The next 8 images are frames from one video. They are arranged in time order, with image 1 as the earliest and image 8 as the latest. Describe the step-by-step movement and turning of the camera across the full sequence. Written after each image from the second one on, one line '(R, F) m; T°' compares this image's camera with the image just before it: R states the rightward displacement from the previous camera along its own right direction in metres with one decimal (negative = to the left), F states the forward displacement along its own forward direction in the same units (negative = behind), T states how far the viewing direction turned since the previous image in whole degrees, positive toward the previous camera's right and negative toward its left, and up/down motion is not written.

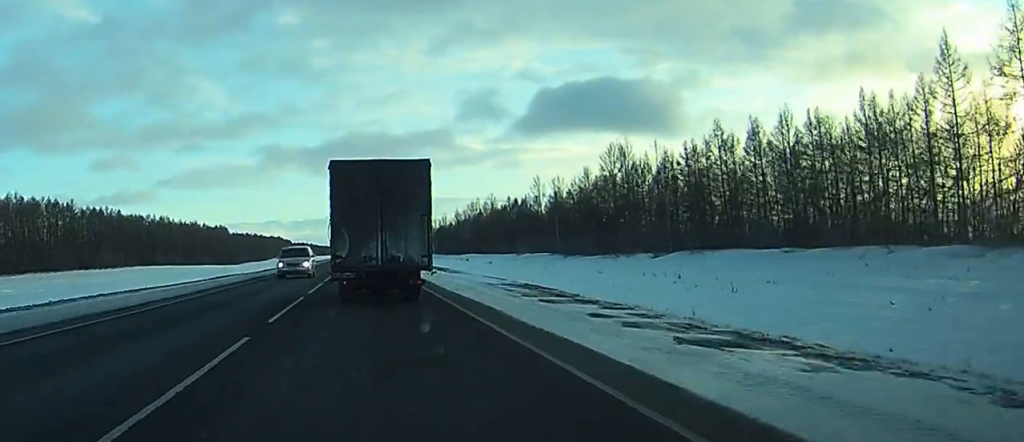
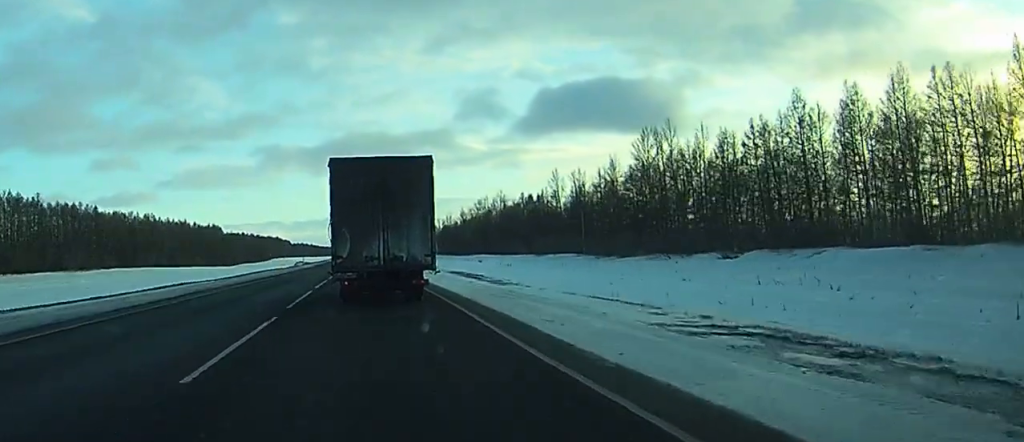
(0.0, +19.5) m; 0°
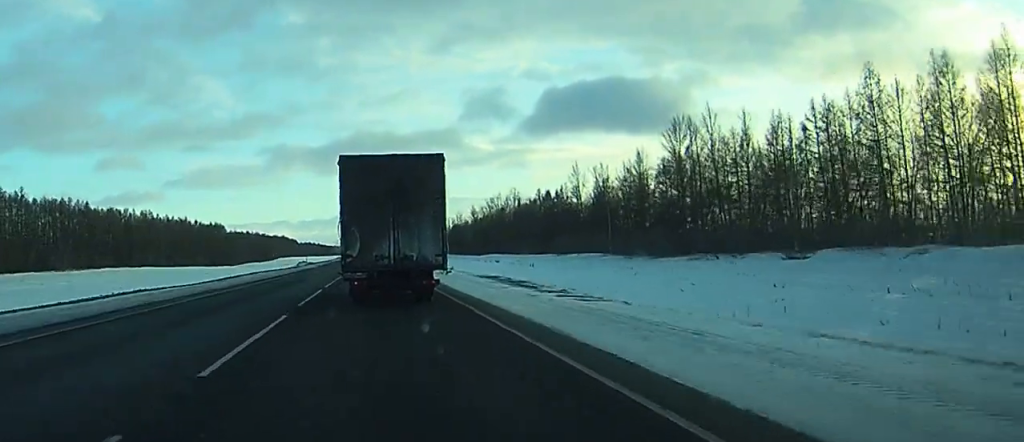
(0.0, +11.6) m; 0°
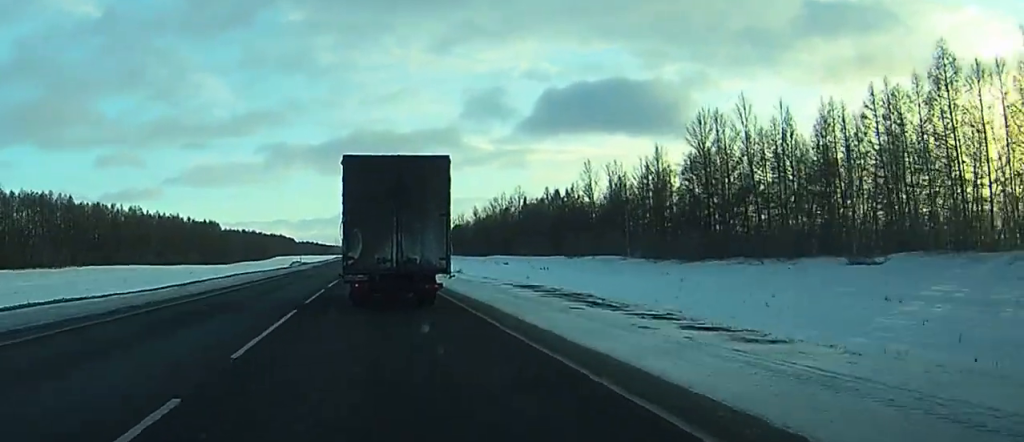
(0.0, +10.2) m; 0°
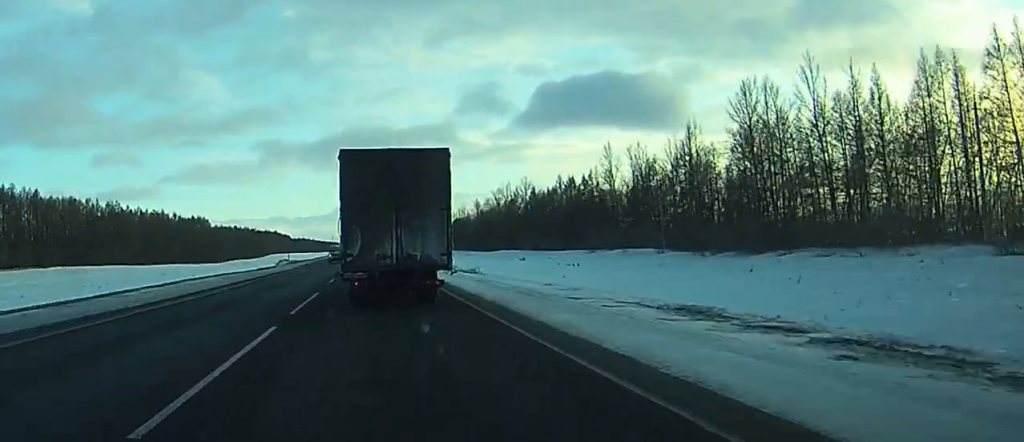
(-0.1, +16.7) m; 0°
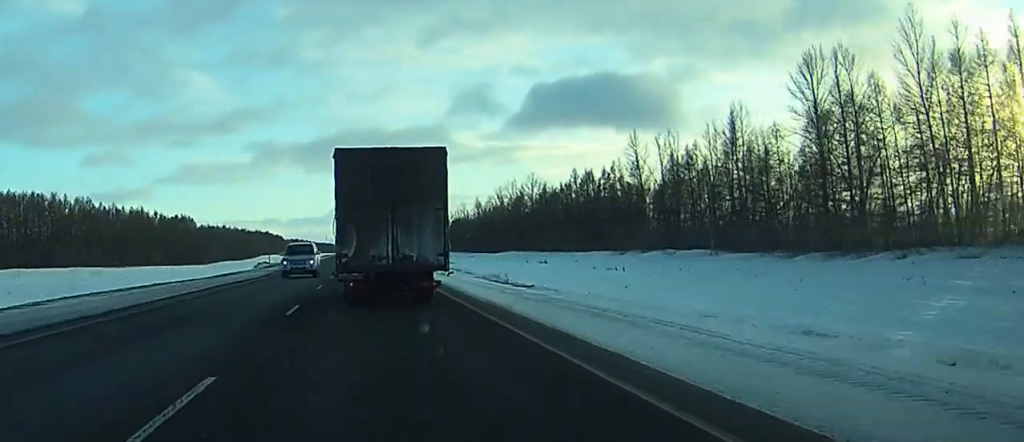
(0.0, +18.2) m; 0°
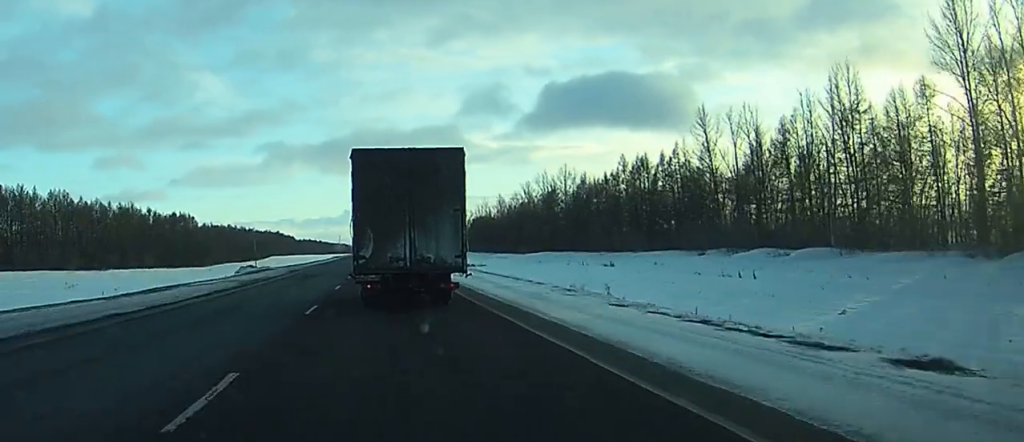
(+0.1, +23.9) m; 0°
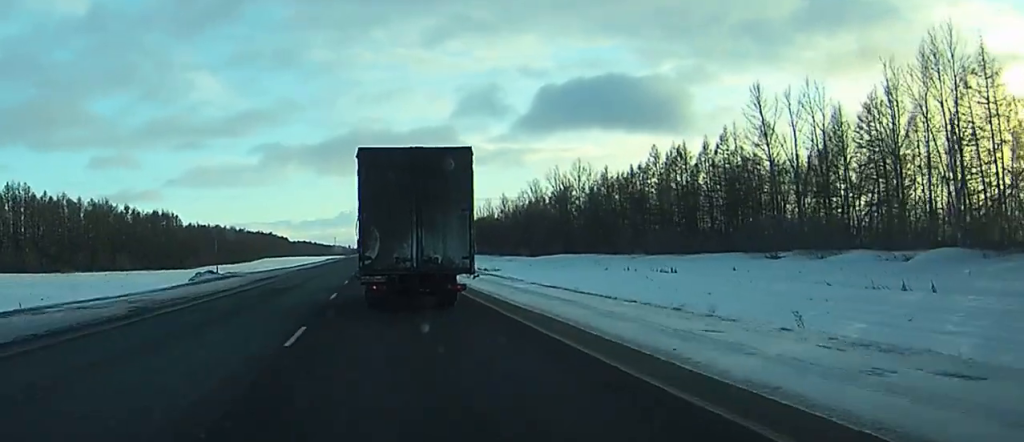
(+0.1, +18.1) m; 0°
